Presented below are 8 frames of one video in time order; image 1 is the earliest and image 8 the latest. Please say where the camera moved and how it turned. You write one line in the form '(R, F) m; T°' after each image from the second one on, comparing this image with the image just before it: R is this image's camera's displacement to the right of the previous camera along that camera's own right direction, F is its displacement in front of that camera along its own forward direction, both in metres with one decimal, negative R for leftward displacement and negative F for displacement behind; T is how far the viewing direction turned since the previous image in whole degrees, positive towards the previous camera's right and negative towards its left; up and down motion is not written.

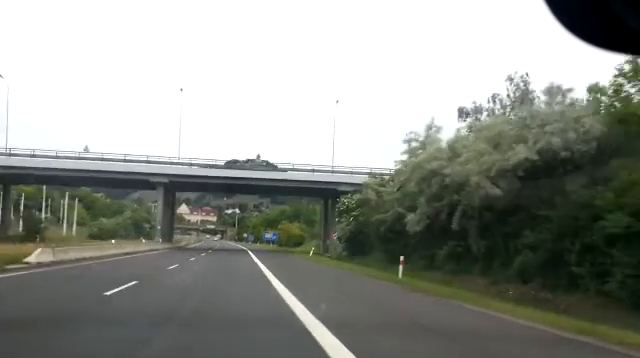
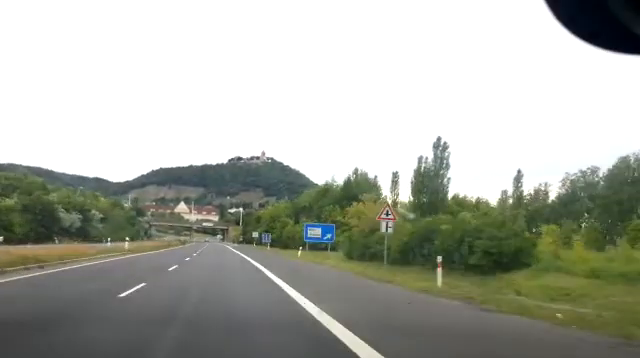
(-1.6, +62.3) m; -3°
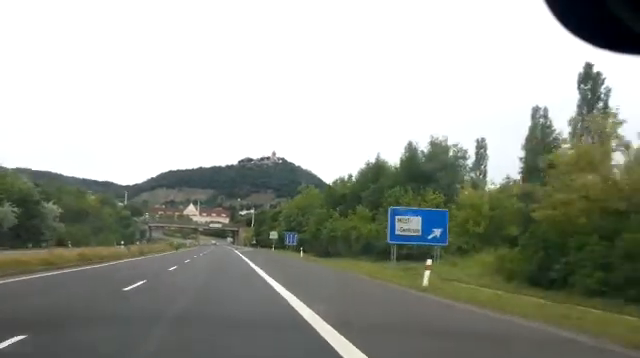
(-0.3, +25.2) m; -1°
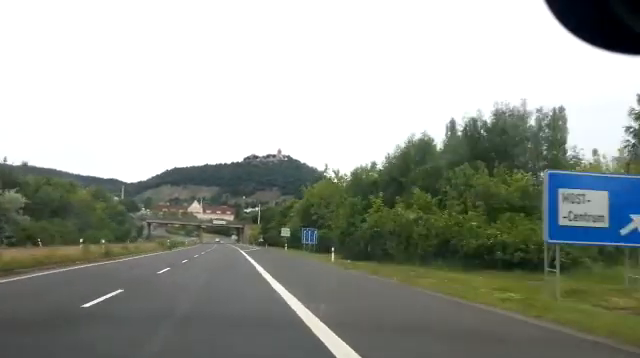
(0.0, +12.3) m; 0°
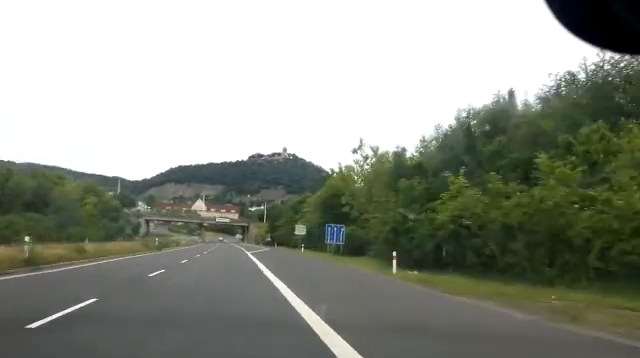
(+0.1, +11.5) m; 0°
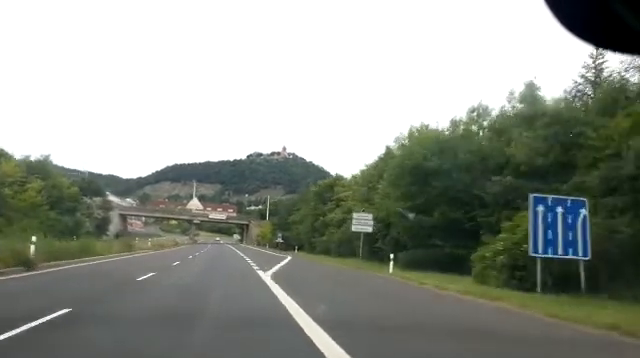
(-0.1, +28.6) m; -1°
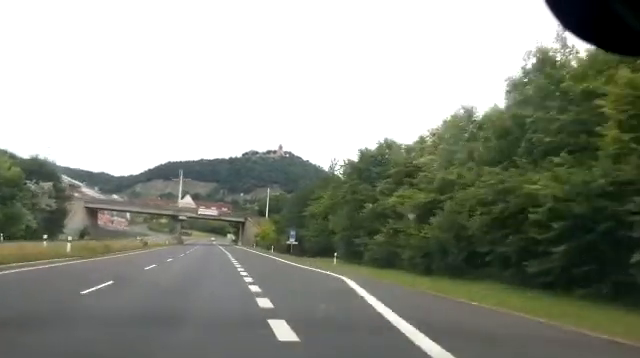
(-0.1, +21.6) m; 0°
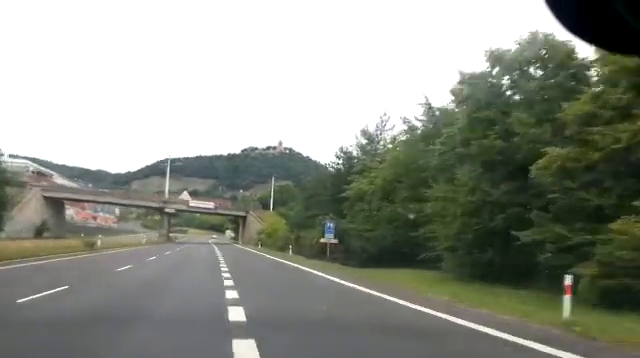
(+0.2, +19.8) m; 0°
